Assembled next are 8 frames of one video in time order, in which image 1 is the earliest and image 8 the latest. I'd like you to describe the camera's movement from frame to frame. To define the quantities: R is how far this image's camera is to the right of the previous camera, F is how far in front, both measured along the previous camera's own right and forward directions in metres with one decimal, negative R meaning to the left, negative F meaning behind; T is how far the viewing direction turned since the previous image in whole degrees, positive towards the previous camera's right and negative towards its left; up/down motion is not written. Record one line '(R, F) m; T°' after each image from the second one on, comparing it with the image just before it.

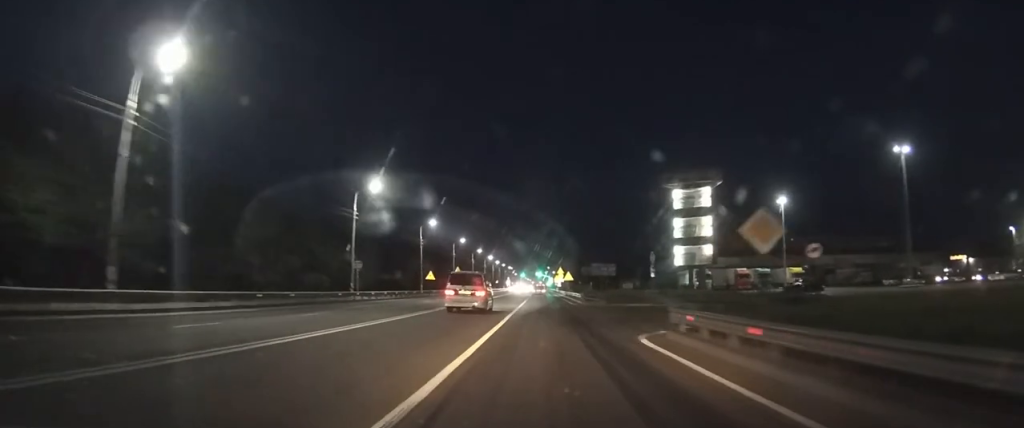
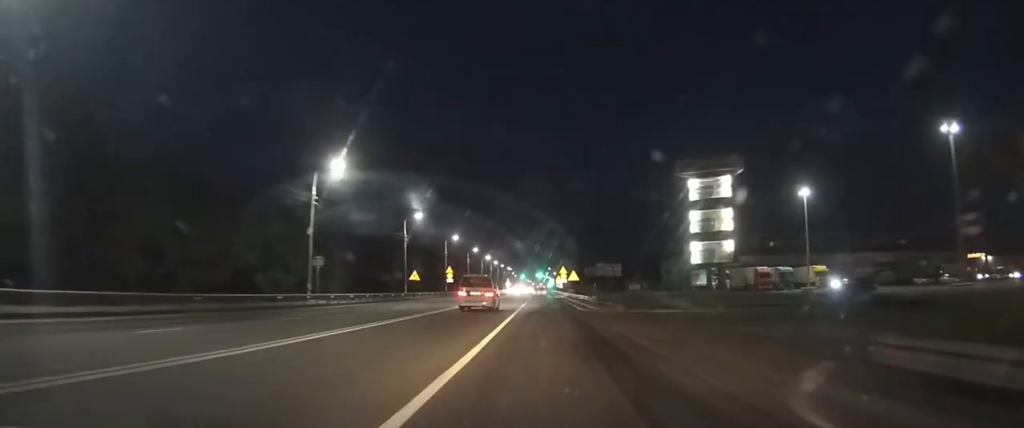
(0.0, +8.2) m; 0°
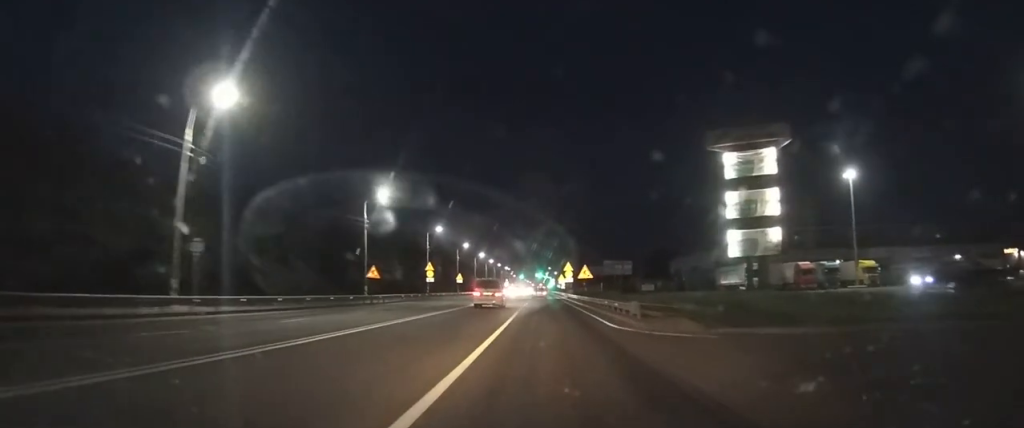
(0.0, +14.0) m; 0°
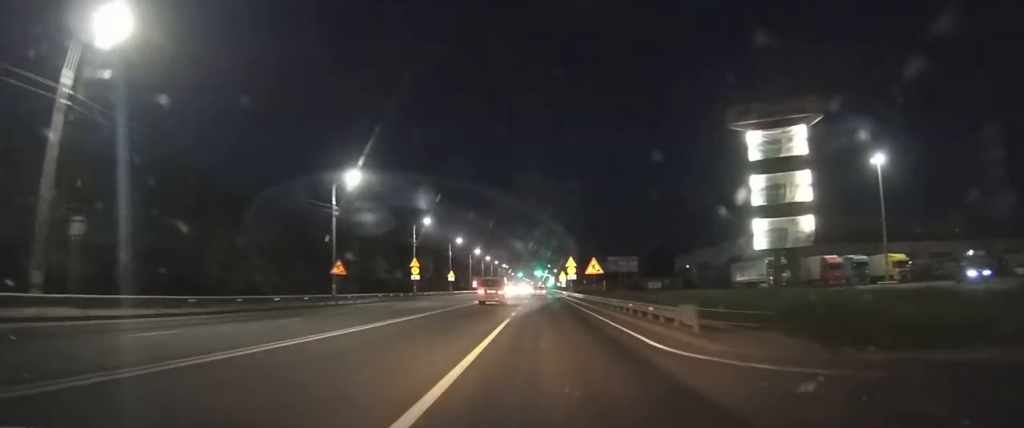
(0.0, +7.4) m; 0°
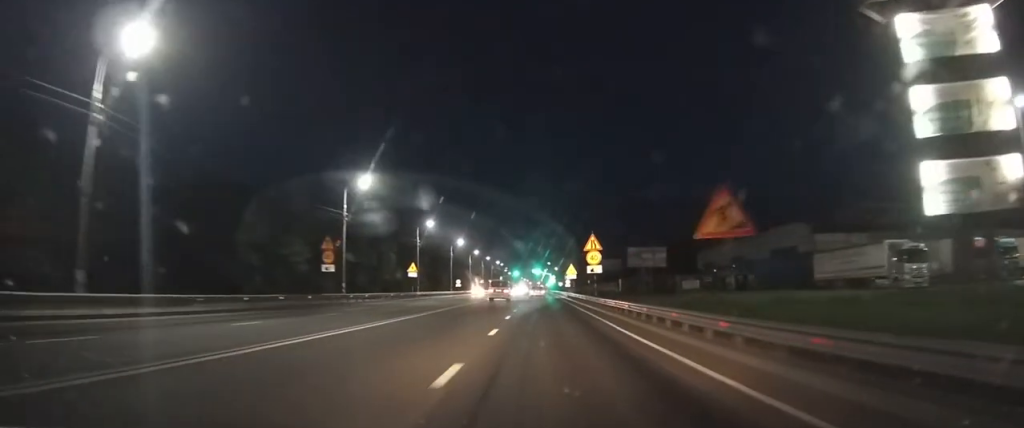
(+0.1, +27.1) m; +1°
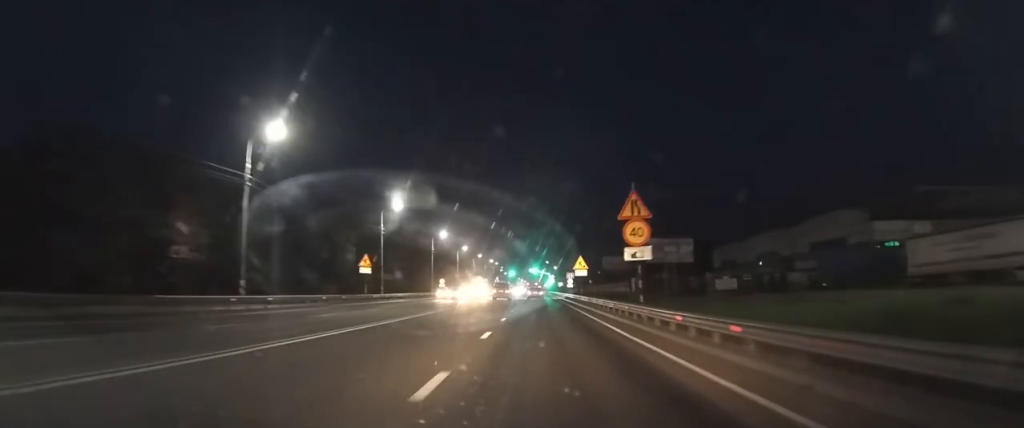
(+0.1, +18.8) m; 0°
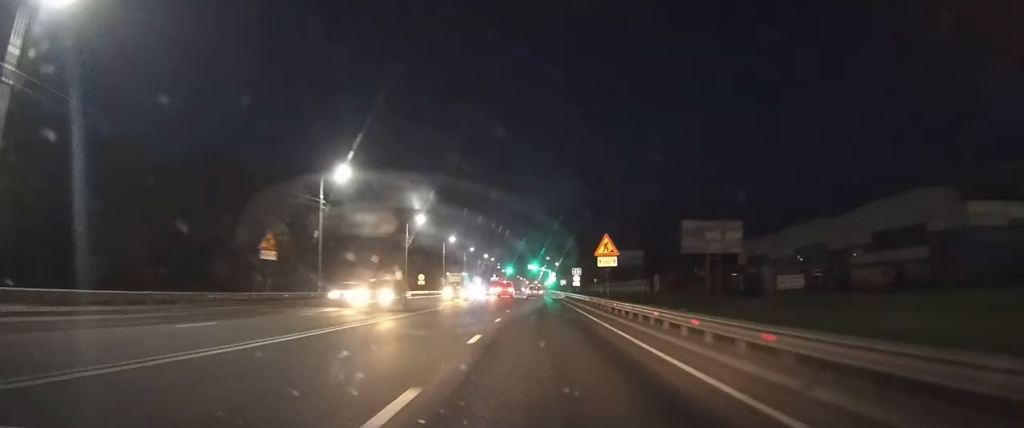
(0.0, +20.8) m; 0°
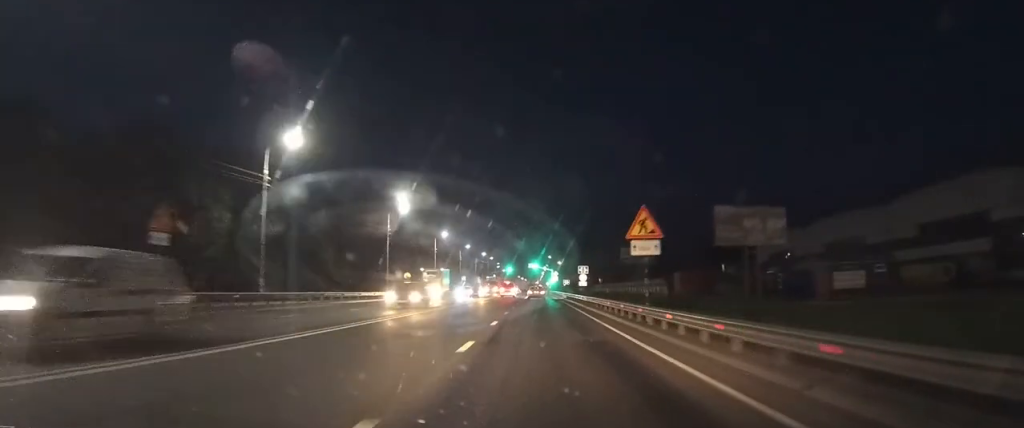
(0.0, +11.4) m; 0°
